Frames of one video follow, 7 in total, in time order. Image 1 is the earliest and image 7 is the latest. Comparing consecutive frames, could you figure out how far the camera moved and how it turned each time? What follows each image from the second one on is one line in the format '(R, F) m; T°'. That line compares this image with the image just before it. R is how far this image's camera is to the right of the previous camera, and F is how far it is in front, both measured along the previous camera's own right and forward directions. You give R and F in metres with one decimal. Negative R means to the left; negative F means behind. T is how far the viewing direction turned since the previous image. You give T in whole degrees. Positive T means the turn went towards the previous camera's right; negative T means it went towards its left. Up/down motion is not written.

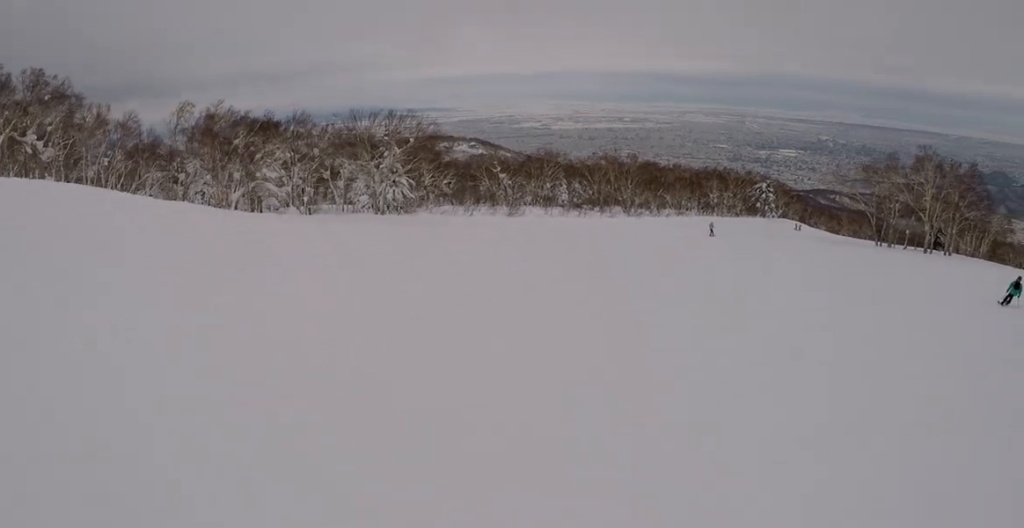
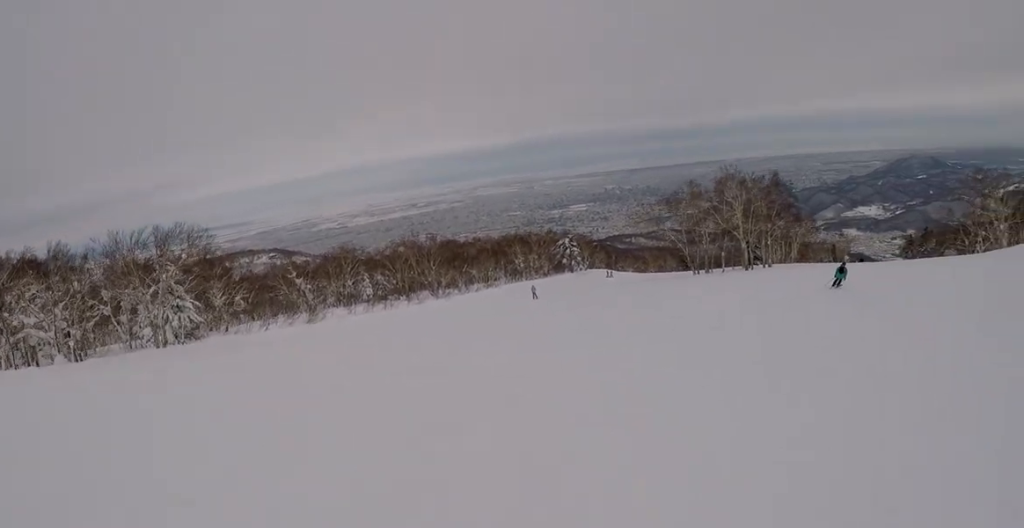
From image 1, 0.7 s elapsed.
(0.0, +5.5) m; +3°
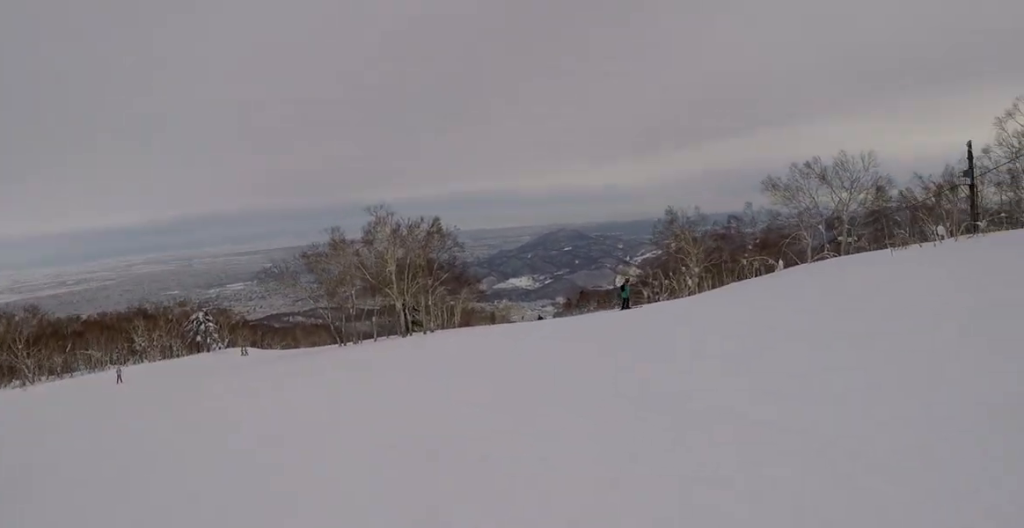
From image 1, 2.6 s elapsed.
(+5.1, +13.8) m; +44°
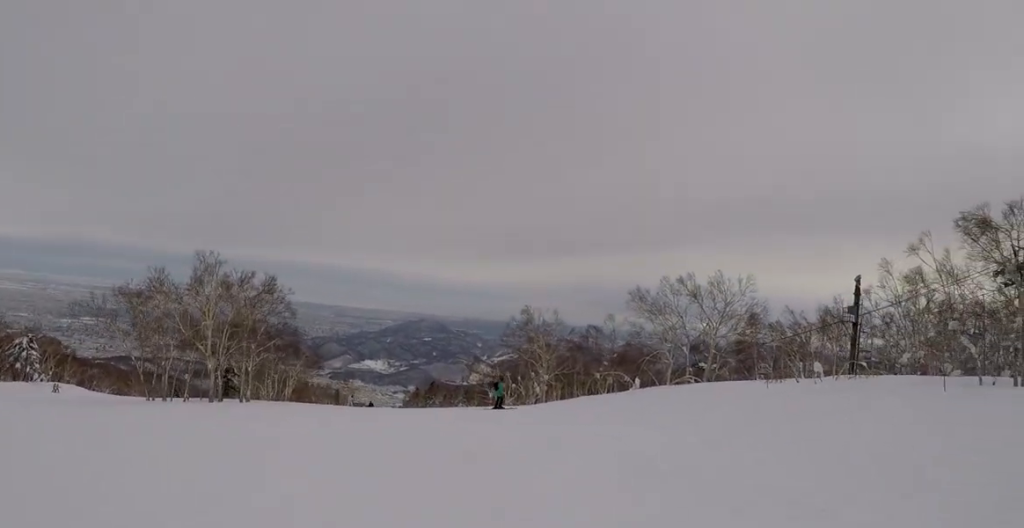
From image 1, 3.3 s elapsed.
(+0.5, +5.6) m; +4°
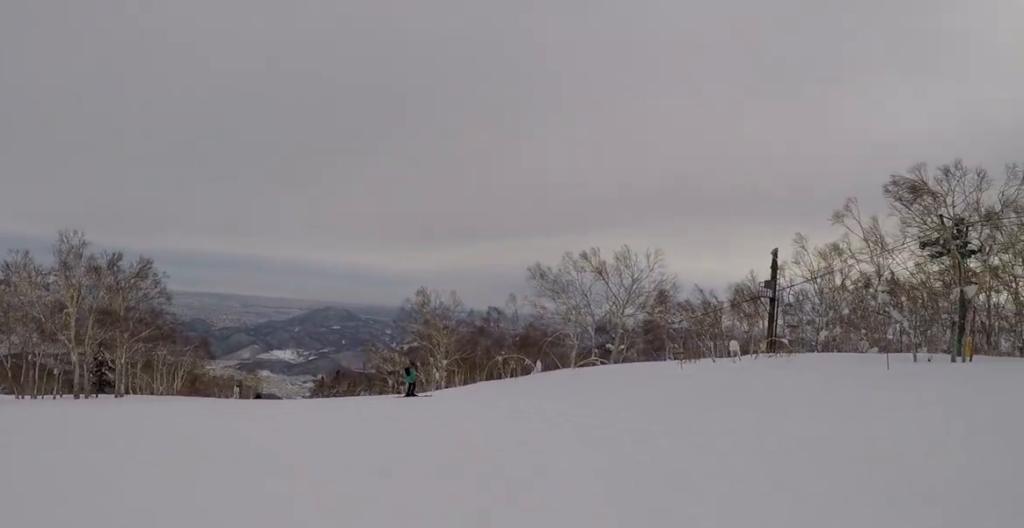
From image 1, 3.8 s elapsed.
(+0.1, +4.0) m; -1°
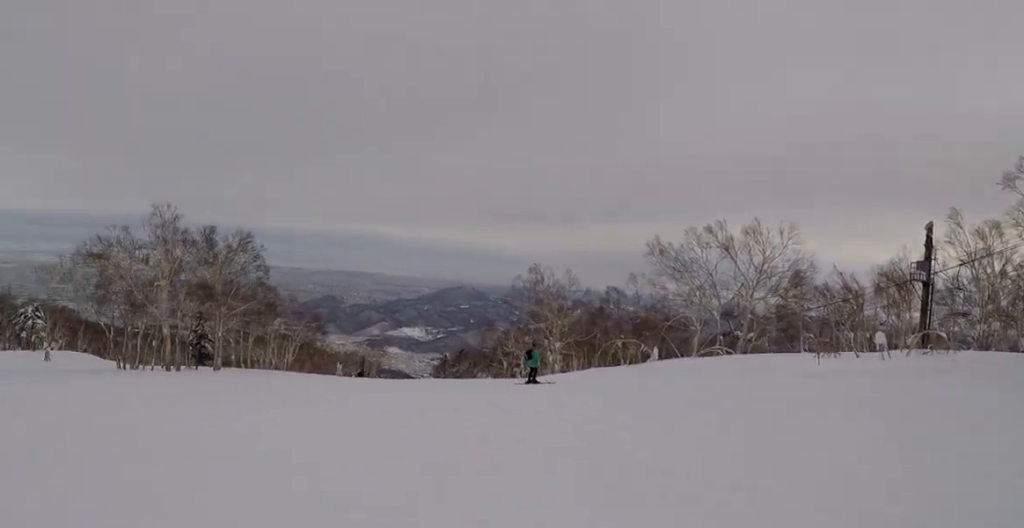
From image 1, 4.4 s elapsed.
(+0.2, +4.0) m; -6°
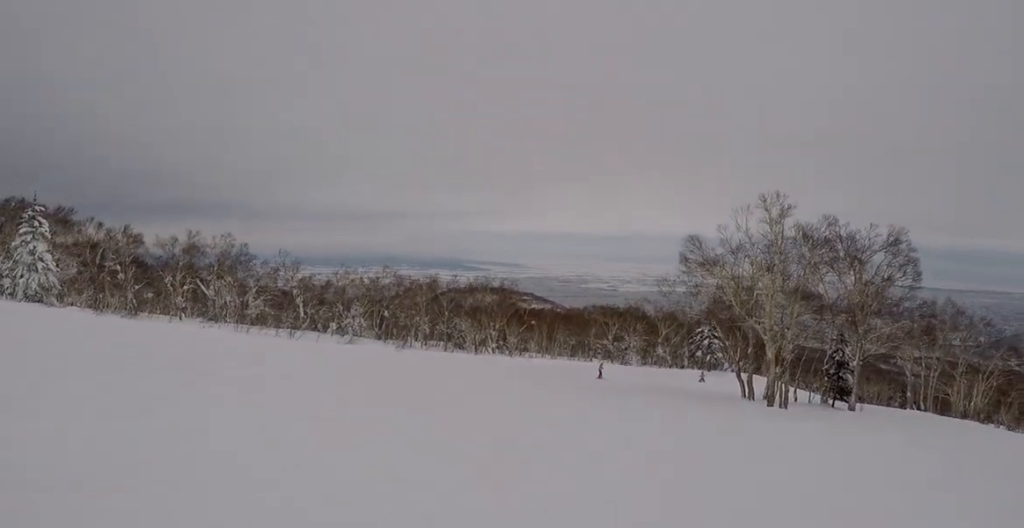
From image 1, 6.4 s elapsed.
(-4.8, +11.2) m; -30°
